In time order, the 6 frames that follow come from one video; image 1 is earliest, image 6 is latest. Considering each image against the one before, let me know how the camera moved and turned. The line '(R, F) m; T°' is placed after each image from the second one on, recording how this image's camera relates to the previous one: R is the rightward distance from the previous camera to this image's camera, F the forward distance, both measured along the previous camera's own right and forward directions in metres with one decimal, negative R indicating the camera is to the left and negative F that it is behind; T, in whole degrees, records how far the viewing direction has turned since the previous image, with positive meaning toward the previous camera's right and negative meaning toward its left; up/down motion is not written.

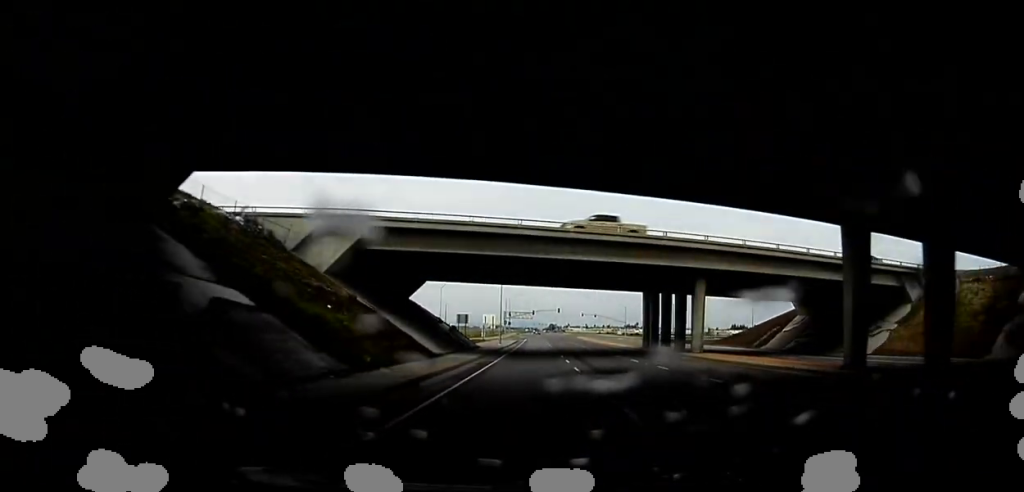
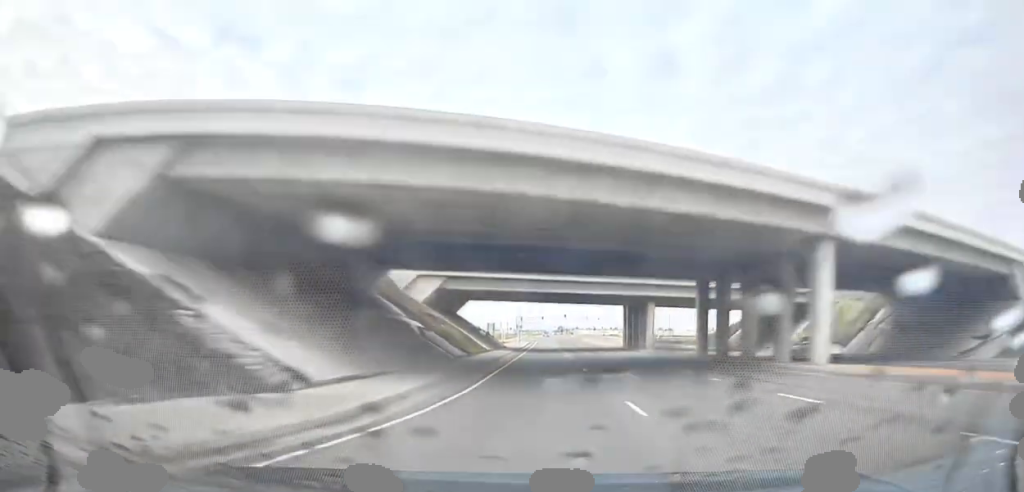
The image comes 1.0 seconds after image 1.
(-0.1, +23.2) m; -1°
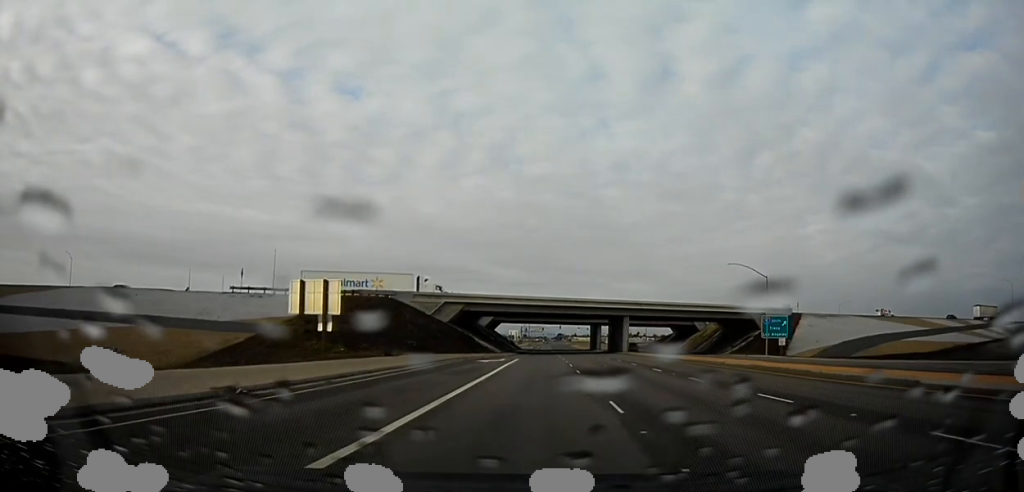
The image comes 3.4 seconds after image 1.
(-0.9, +57.9) m; -2°
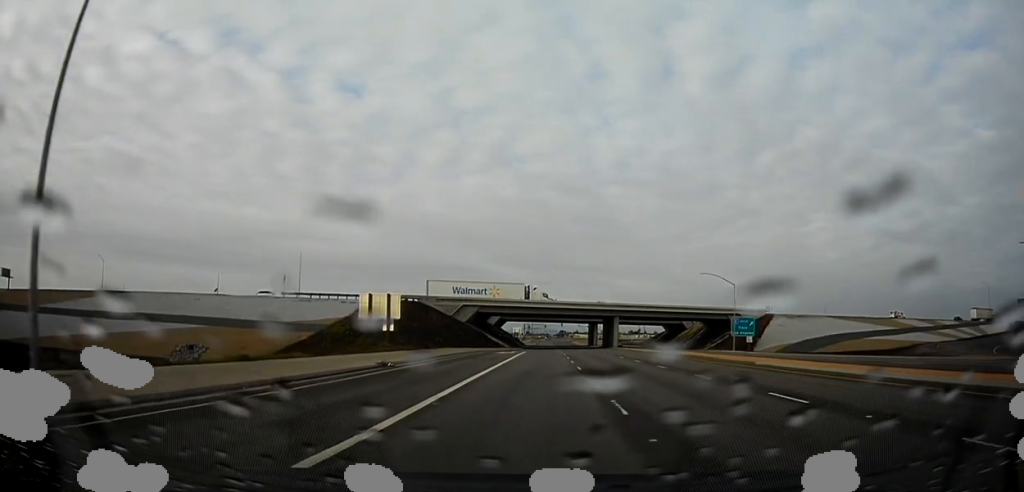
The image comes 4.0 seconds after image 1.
(0.0, +13.7) m; 0°
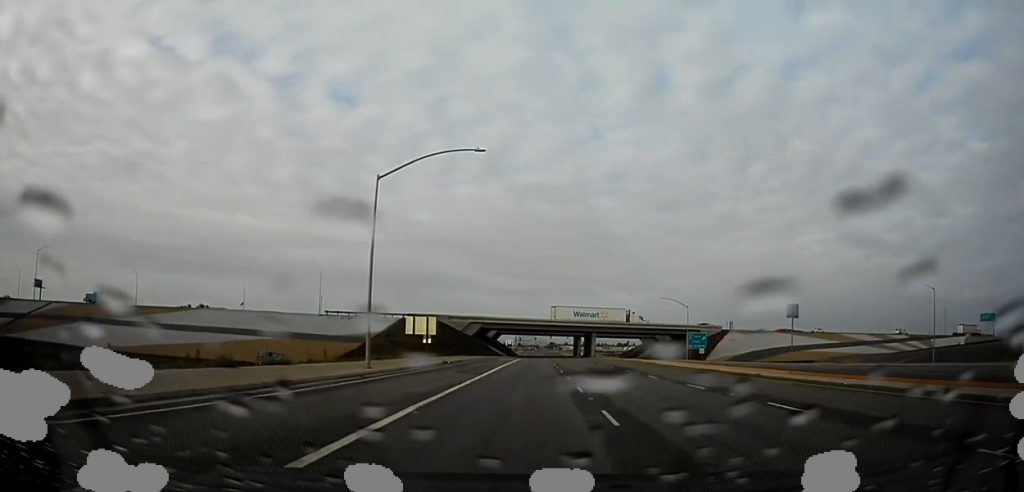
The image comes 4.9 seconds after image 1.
(-0.1, +21.5) m; 0°
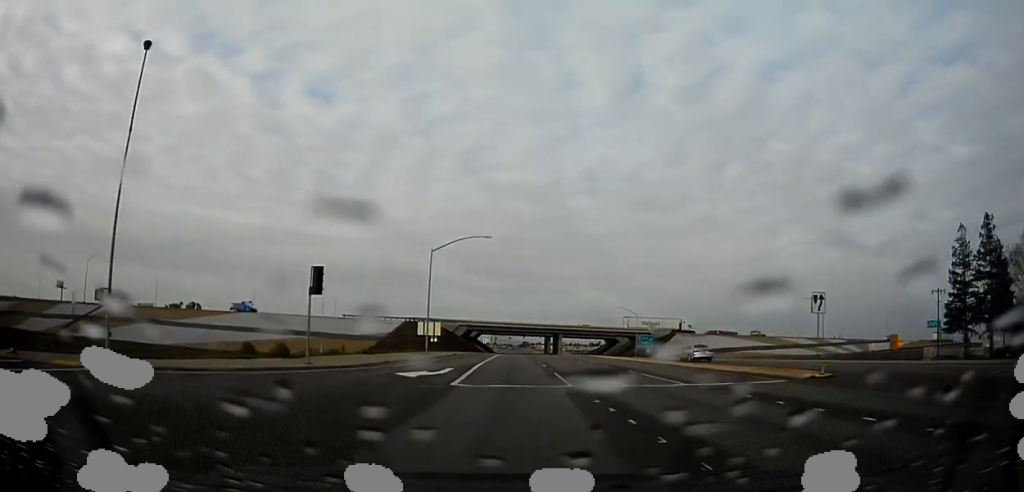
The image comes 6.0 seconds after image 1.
(+0.2, +25.0) m; +2°
